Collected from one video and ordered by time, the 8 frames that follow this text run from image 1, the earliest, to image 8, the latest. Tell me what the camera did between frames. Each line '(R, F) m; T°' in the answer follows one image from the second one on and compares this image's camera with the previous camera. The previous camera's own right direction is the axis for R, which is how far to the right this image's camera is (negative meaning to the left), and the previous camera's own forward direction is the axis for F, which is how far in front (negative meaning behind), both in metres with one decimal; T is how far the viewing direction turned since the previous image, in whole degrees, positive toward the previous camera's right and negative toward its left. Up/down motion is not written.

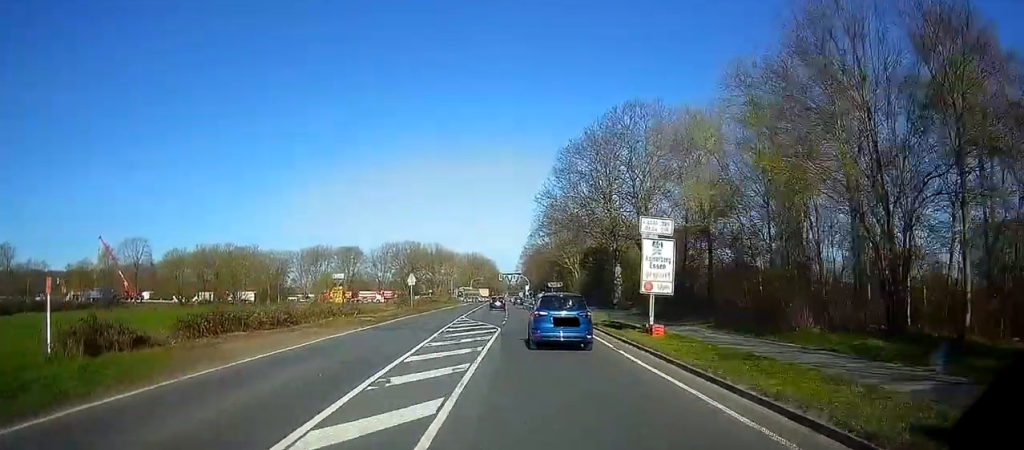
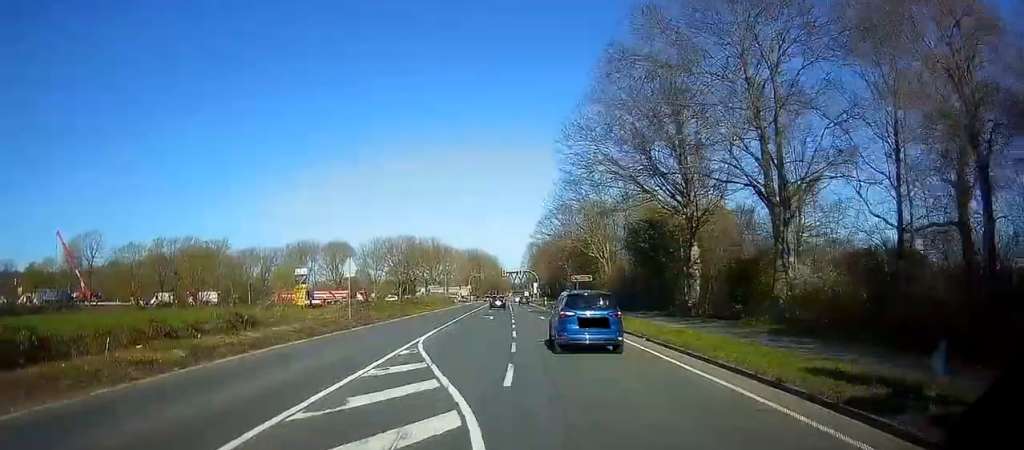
(+0.1, +22.5) m; -1°
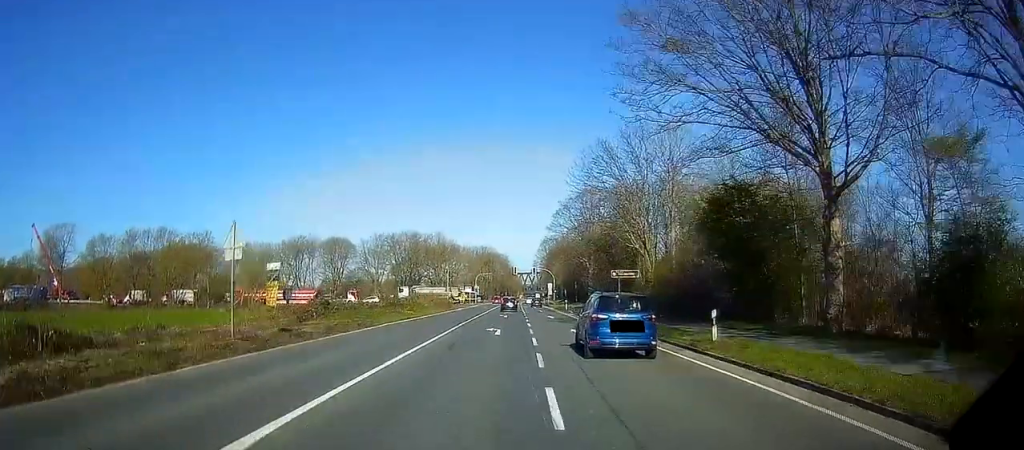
(-0.2, +15.2) m; 0°
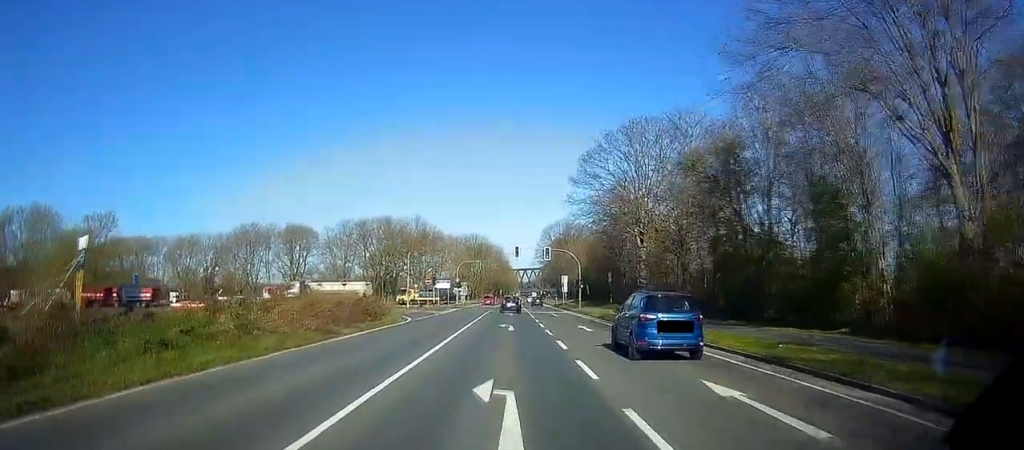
(0.0, +38.8) m; -1°
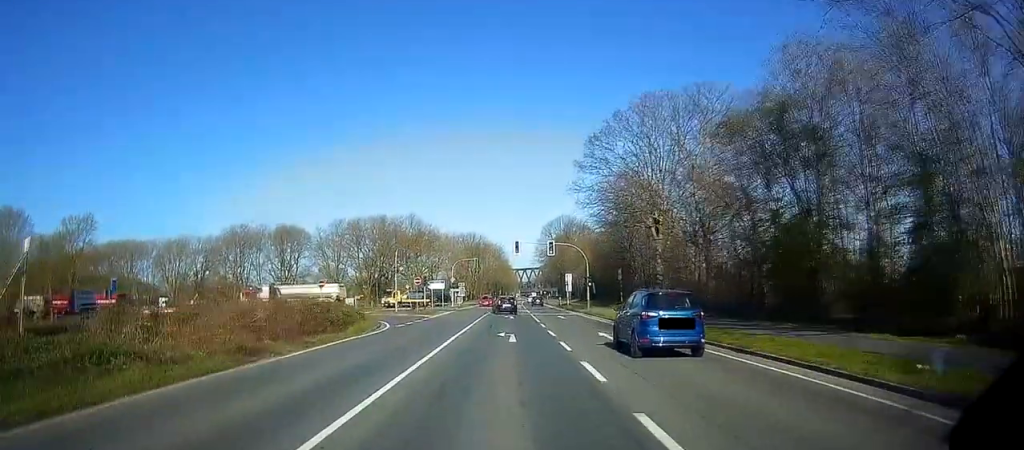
(+0.1, +6.5) m; 0°
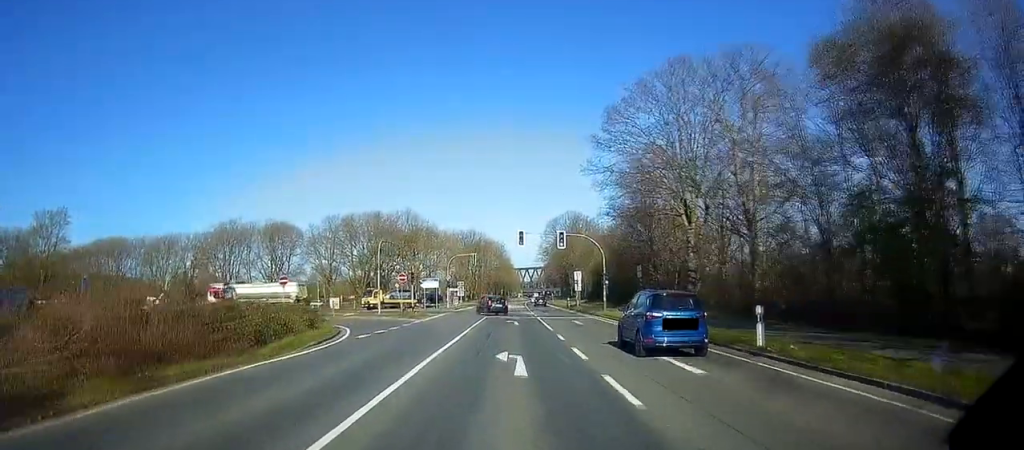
(+0.1, +8.5) m; 0°
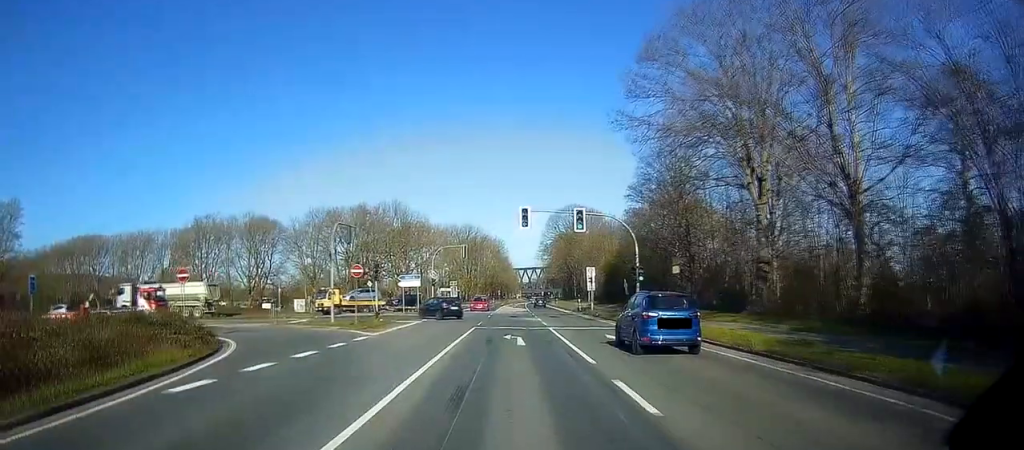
(0.0, +12.4) m; +1°
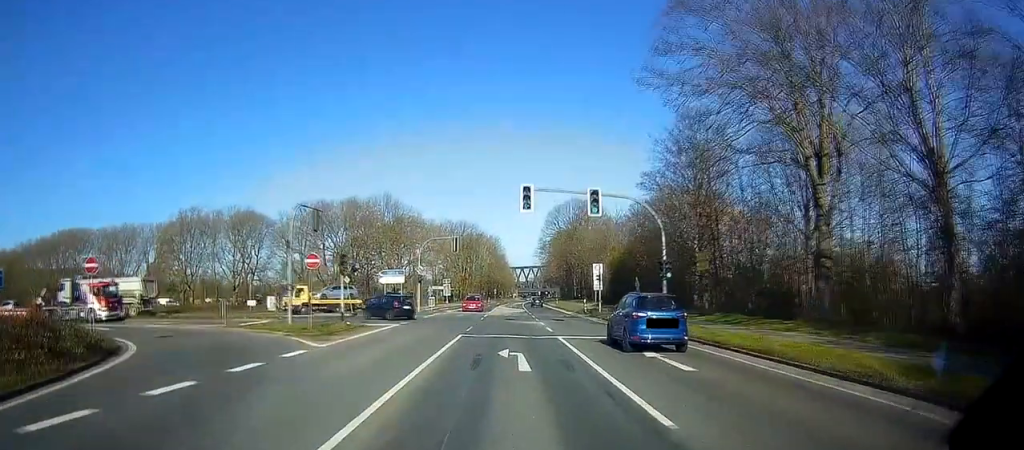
(0.0, +6.4) m; -3°
